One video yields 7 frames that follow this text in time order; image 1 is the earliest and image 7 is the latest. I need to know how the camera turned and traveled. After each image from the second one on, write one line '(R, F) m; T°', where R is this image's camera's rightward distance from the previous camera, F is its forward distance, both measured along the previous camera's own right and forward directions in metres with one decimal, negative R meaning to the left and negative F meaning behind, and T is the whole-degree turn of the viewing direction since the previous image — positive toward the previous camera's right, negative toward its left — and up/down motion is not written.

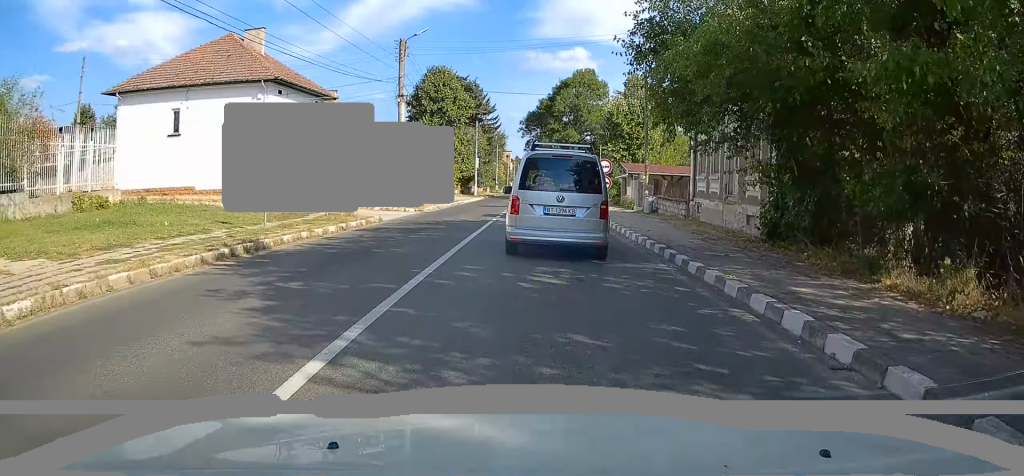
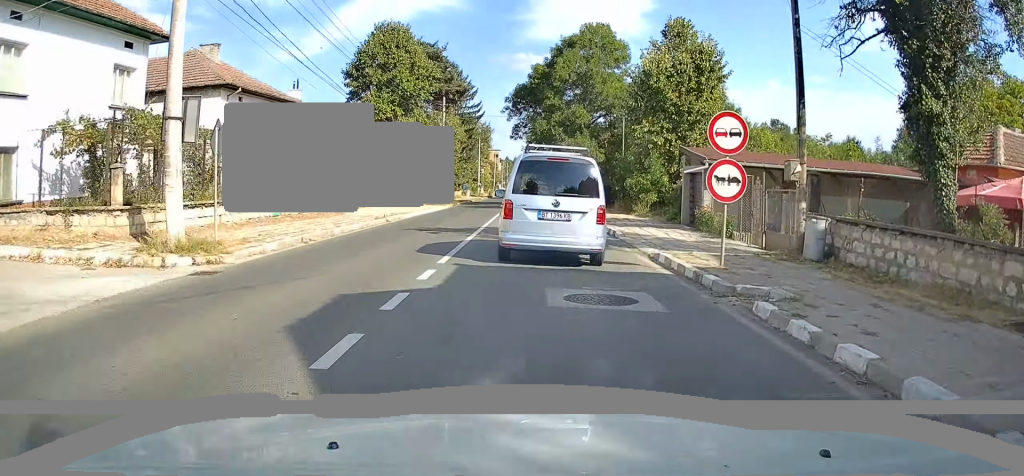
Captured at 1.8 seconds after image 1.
(+0.6, +19.7) m; +2°
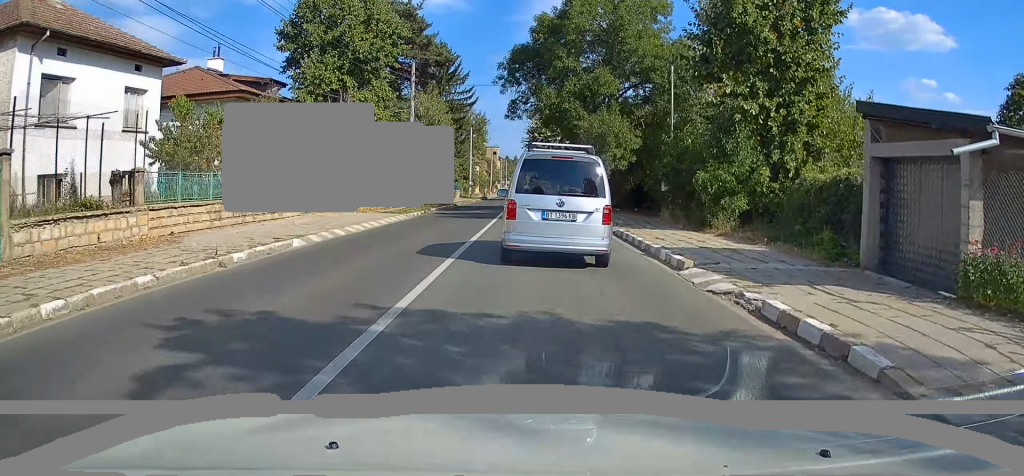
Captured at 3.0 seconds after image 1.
(0.0, +13.5) m; 0°
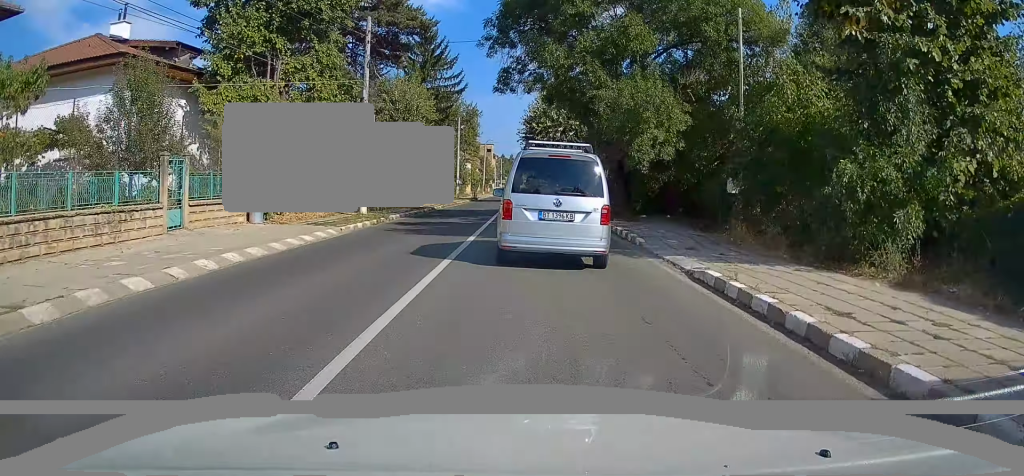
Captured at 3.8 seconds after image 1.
(0.0, +9.4) m; 0°
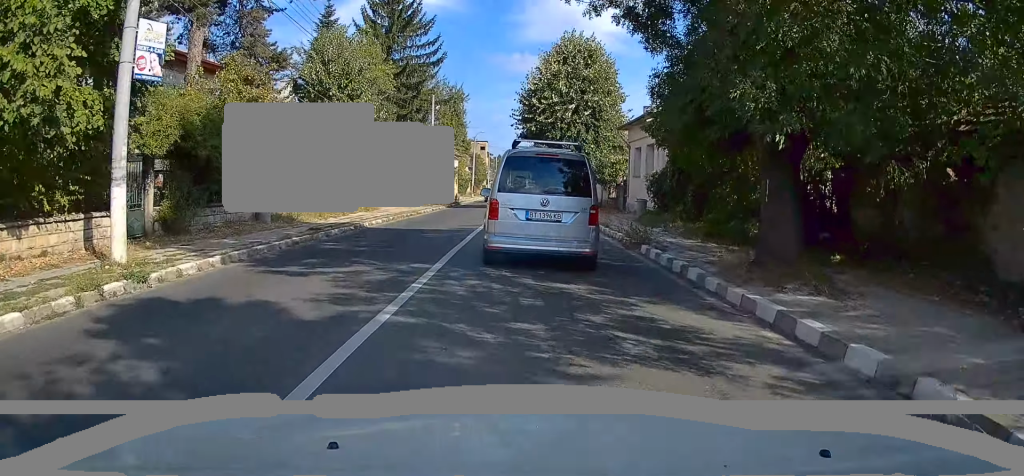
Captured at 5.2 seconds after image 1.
(0.0, +15.7) m; 0°
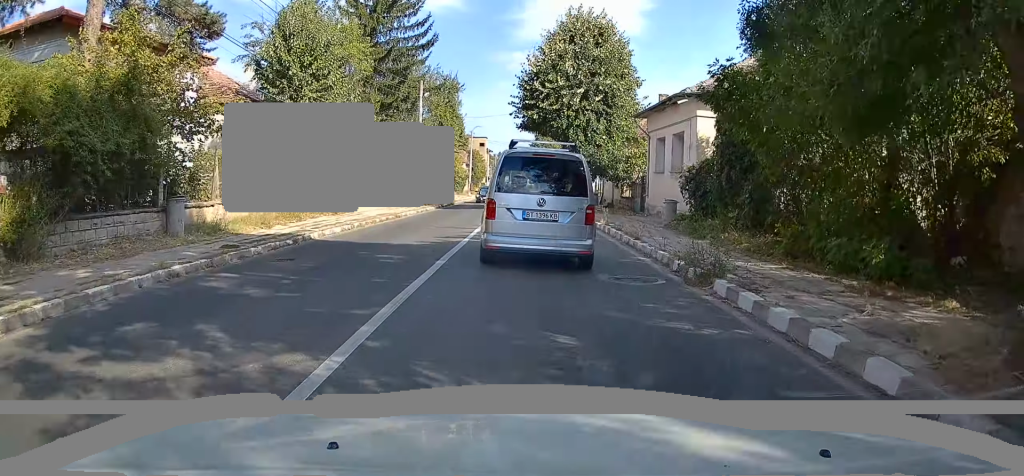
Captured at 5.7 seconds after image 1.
(0.0, +5.5) m; 0°
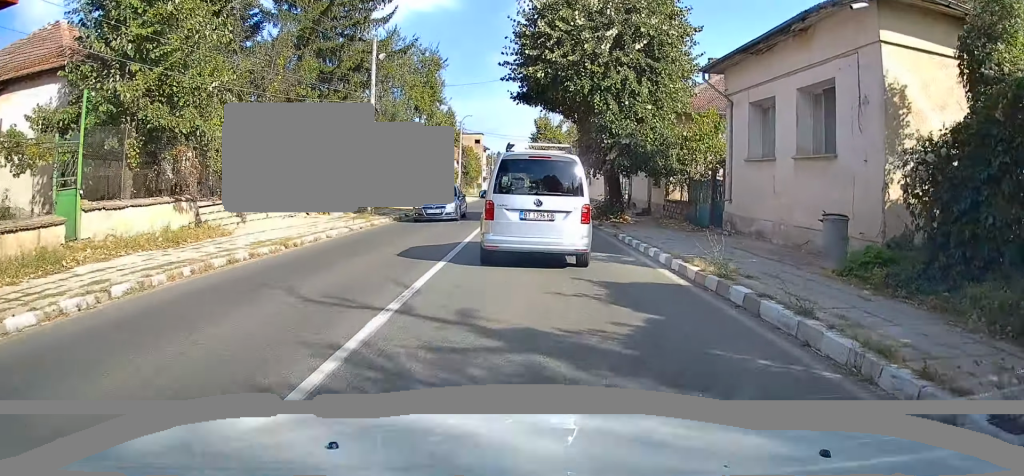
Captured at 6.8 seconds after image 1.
(-0.1, +12.5) m; 0°
